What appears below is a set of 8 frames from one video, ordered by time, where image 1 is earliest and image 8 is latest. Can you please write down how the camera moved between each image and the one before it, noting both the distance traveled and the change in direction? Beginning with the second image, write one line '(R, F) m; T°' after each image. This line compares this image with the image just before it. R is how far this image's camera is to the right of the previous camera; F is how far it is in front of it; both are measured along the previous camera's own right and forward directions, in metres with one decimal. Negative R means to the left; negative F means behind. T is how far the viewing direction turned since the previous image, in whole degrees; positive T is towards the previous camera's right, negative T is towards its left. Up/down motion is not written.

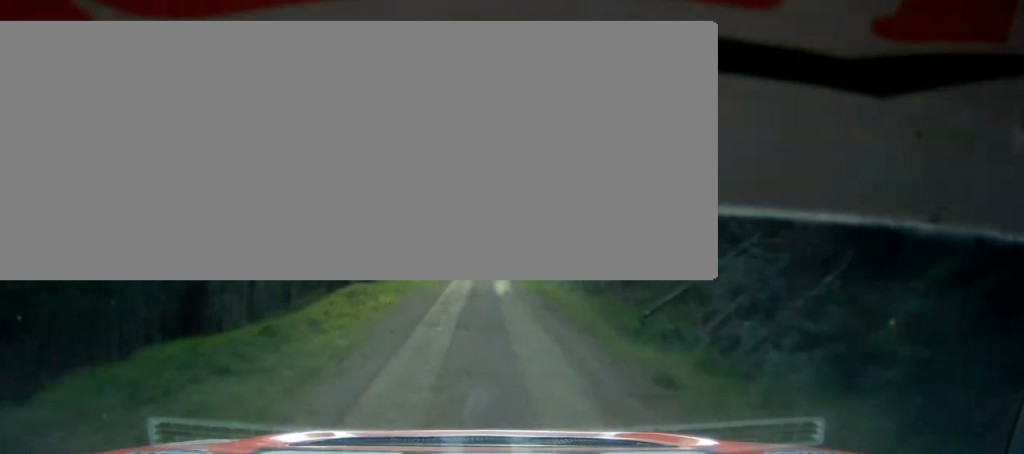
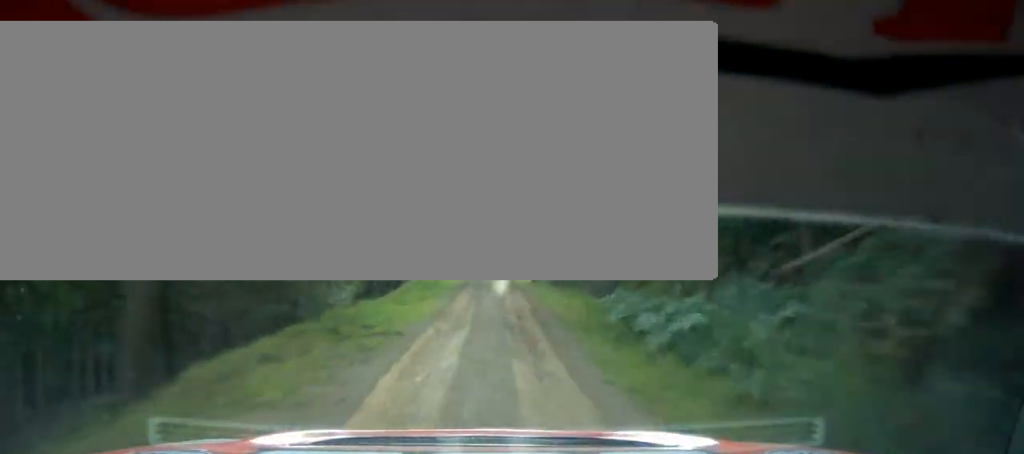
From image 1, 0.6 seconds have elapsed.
(0.0, +15.1) m; -2°
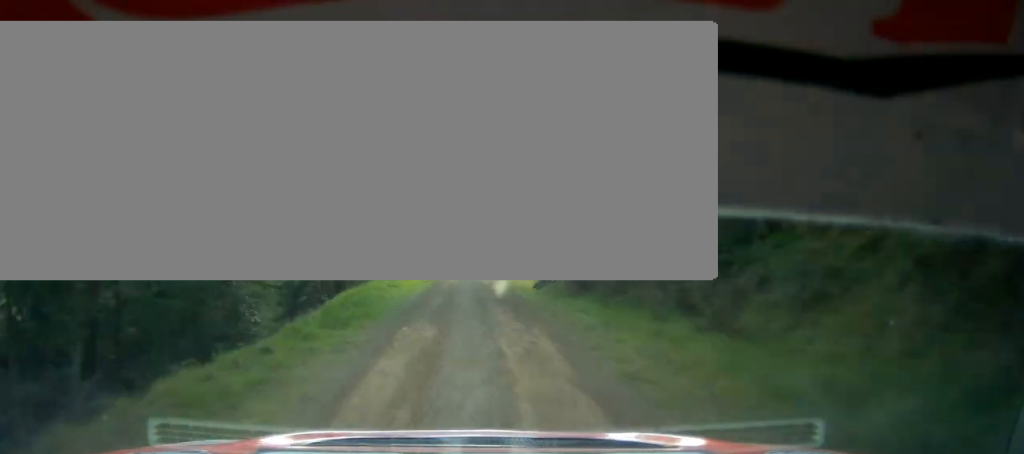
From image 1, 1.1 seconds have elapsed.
(+0.1, +10.1) m; -2°
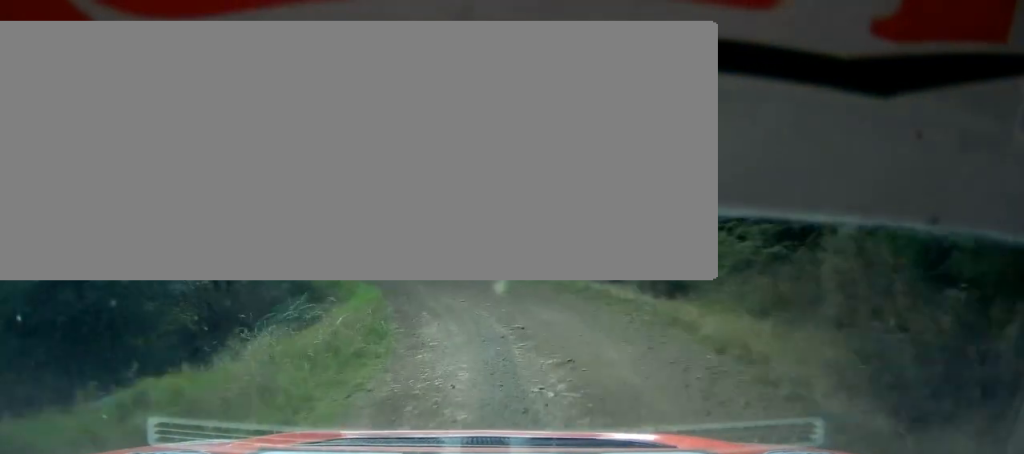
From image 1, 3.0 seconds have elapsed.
(-5.1, +40.5) m; -10°
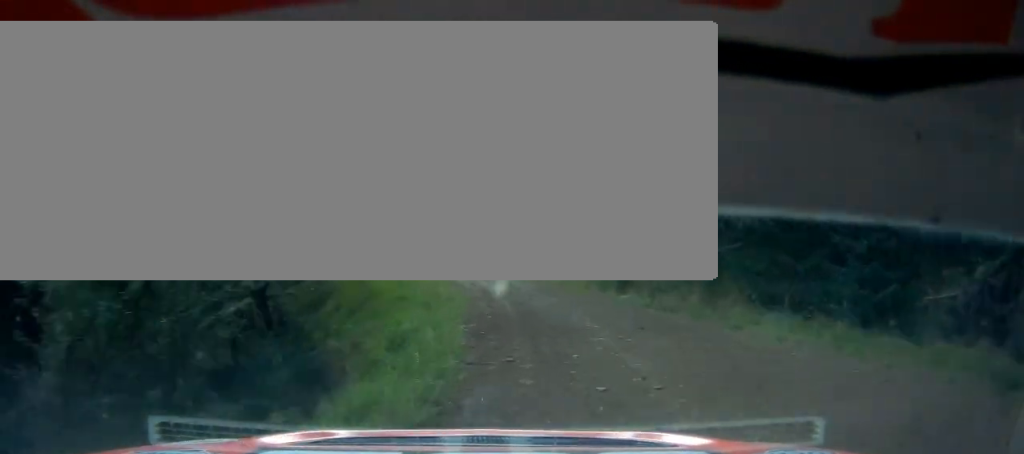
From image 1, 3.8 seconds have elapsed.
(0.0, +19.4) m; 0°
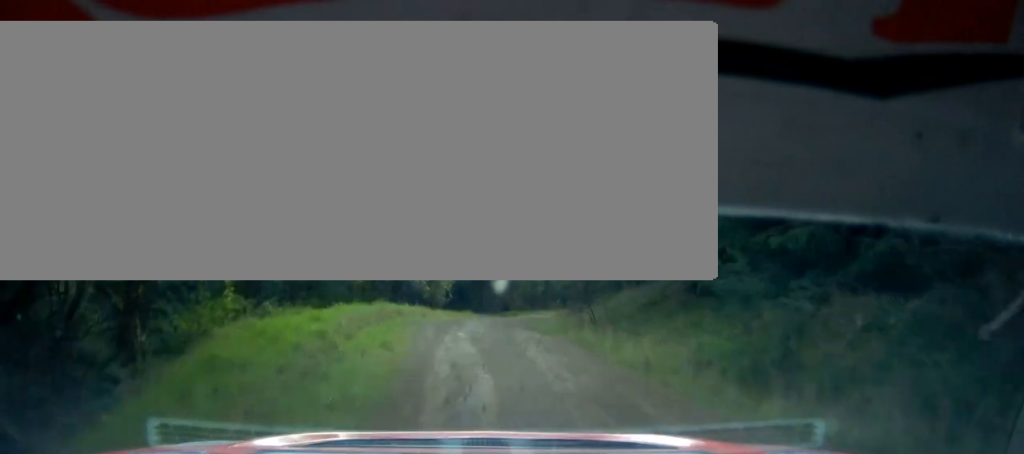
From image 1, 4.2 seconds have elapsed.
(0.0, +12.0) m; 0°
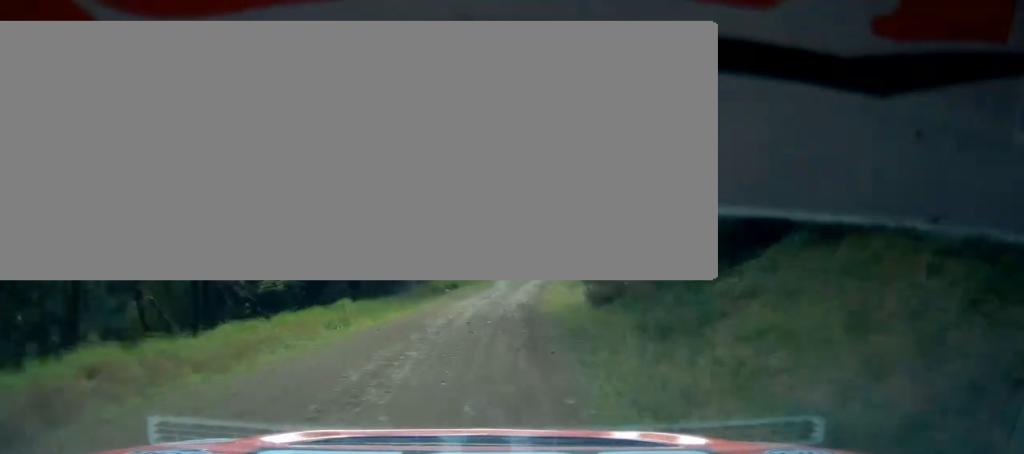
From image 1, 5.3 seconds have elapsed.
(0.0, +30.2) m; +1°
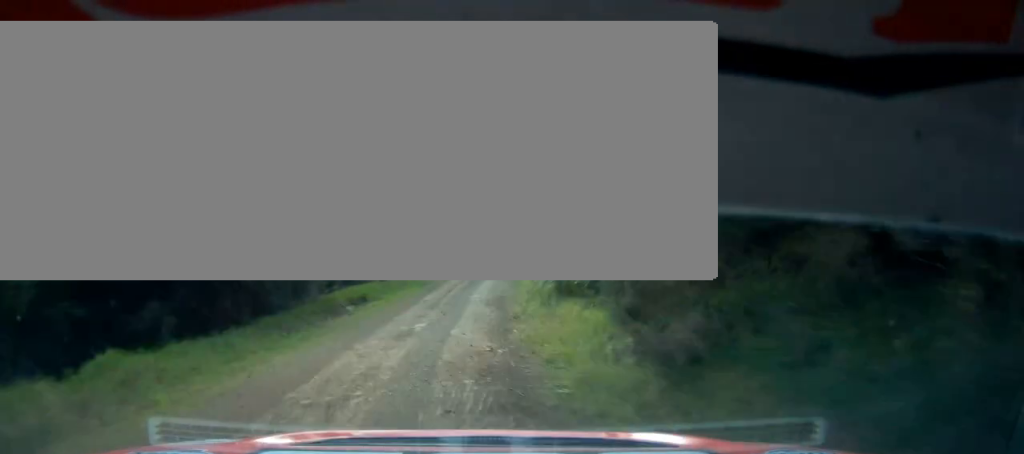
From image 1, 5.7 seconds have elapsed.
(-0.2, +11.6) m; +1°
